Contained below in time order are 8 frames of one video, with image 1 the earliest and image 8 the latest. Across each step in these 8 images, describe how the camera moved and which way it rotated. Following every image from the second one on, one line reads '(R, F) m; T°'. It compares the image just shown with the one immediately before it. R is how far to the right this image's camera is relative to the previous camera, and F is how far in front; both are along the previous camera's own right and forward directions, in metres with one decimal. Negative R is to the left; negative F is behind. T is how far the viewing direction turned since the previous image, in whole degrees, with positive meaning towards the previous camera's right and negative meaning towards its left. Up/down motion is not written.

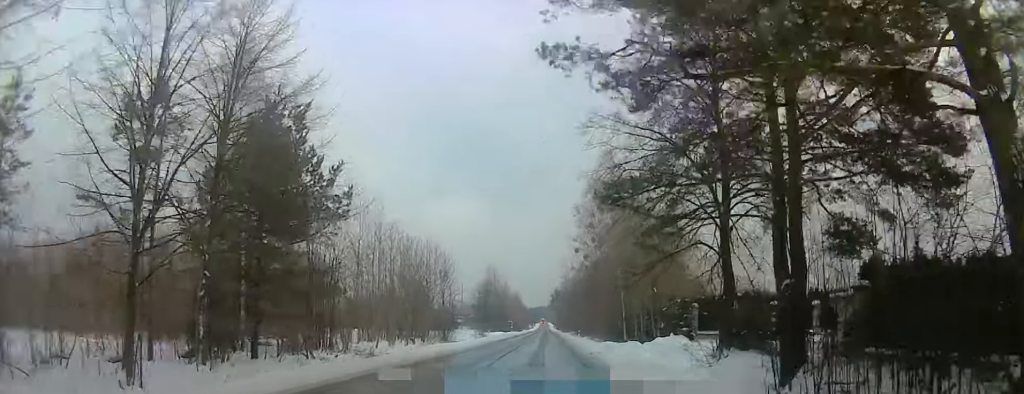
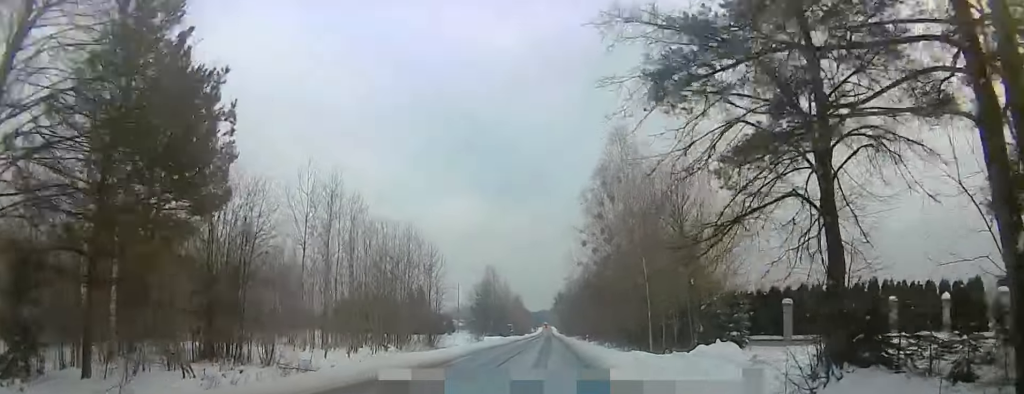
(0.0, +10.0) m; 0°
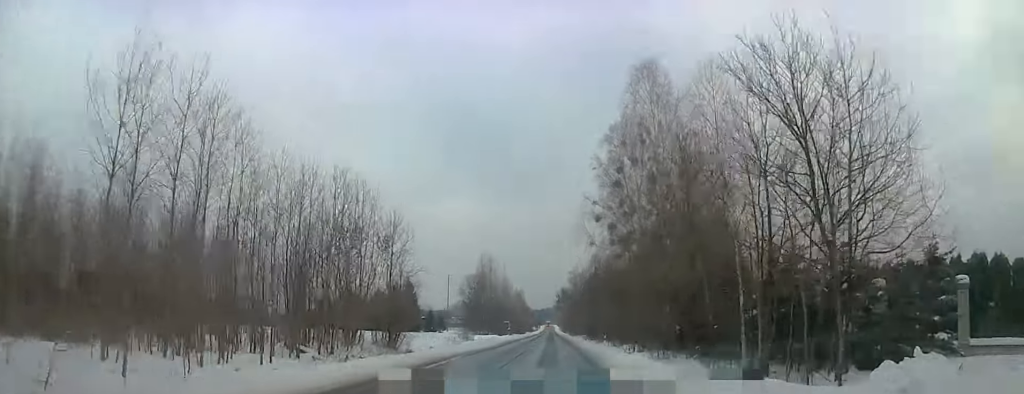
(-0.1, +15.9) m; 0°
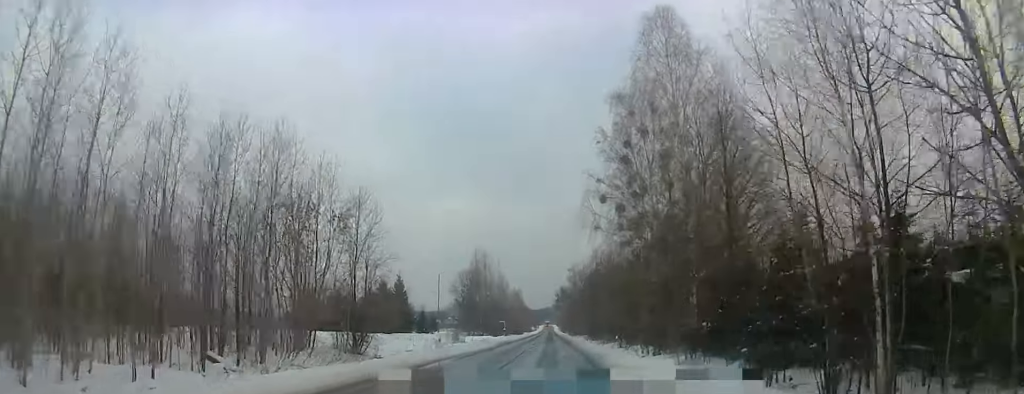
(0.0, +8.0) m; 0°
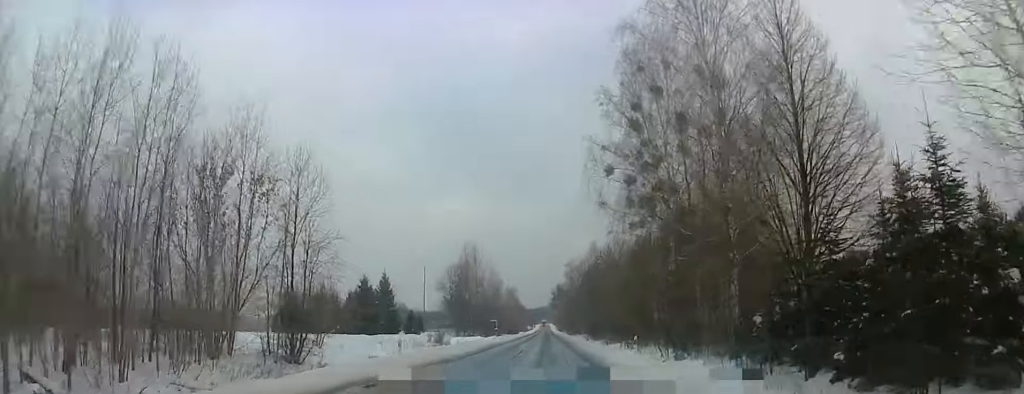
(+0.1, +8.6) m; 0°
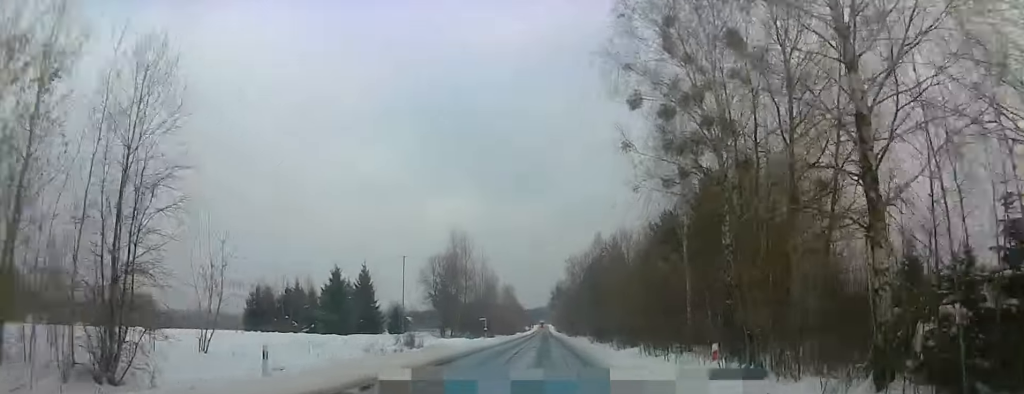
(0.0, +12.6) m; 0°
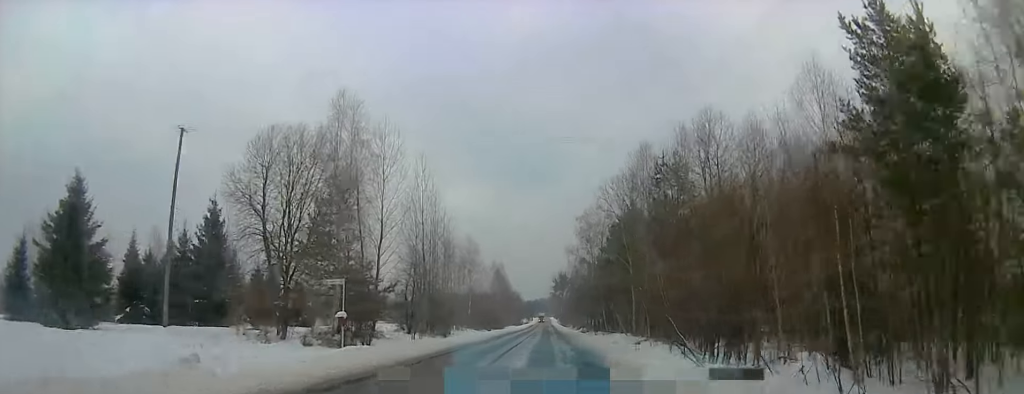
(-0.1, +51.7) m; 0°
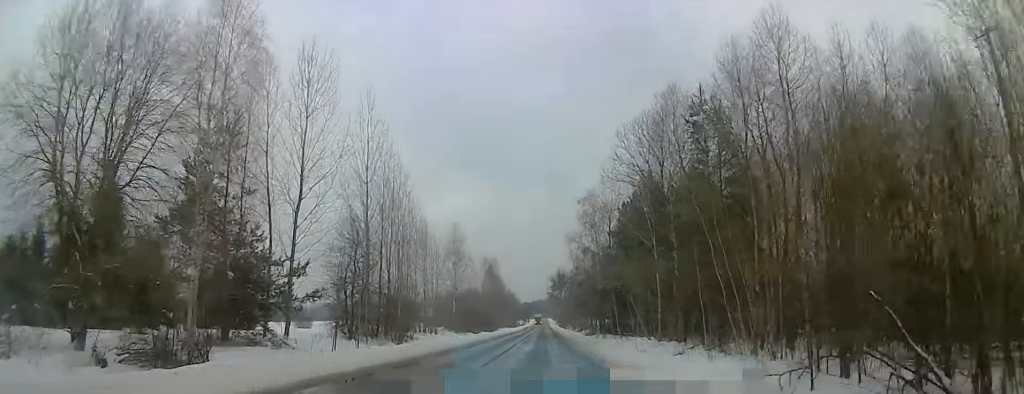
(+0.1, +15.8) m; 0°
